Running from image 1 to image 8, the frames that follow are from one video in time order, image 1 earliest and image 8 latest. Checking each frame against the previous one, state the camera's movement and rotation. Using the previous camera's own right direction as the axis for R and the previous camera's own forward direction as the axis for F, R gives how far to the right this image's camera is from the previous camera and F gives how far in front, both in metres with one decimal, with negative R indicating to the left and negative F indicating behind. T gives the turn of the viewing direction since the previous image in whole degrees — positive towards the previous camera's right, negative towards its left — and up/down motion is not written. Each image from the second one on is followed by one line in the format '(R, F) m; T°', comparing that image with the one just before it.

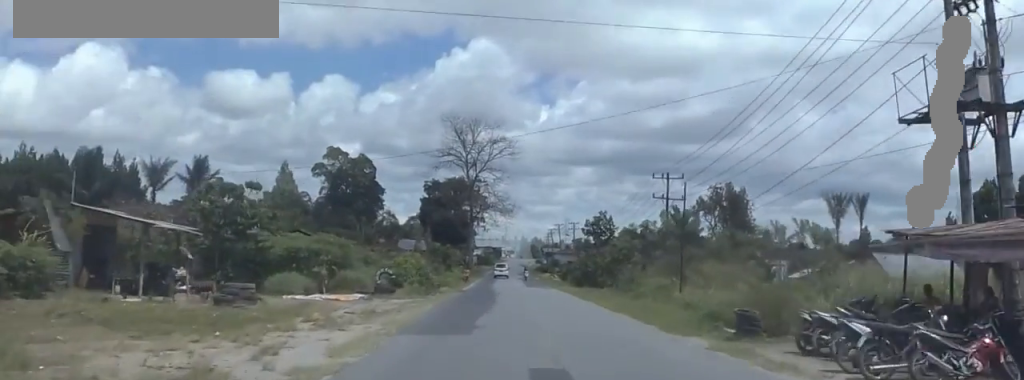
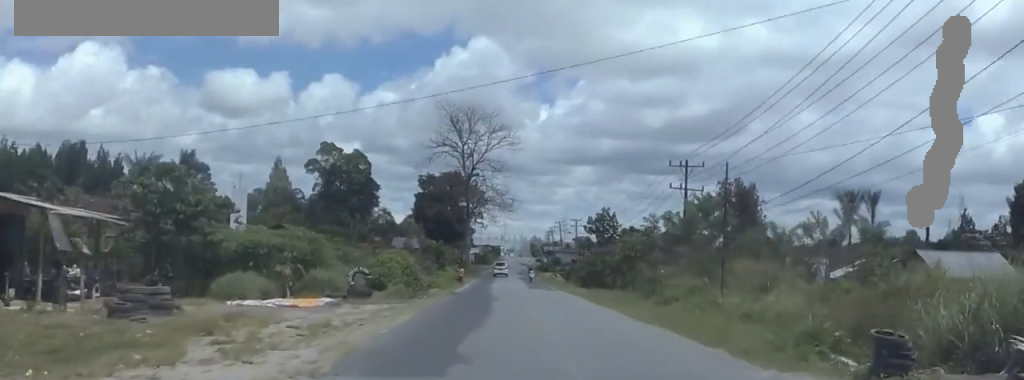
(+0.2, +7.0) m; +4°
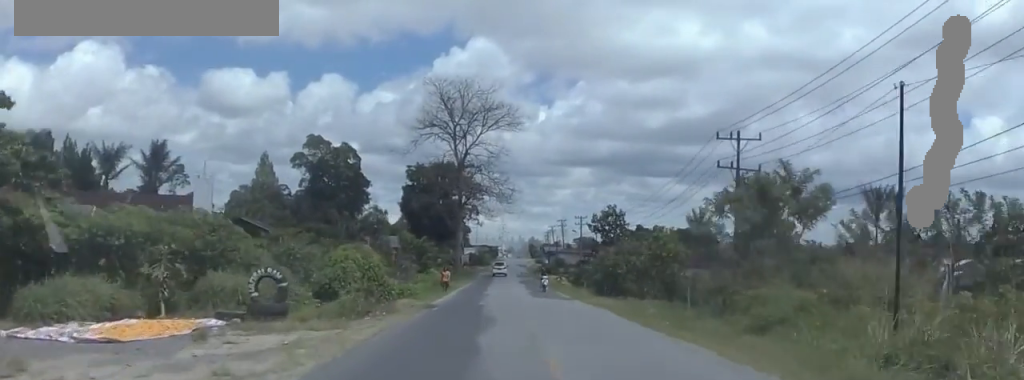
(+0.8, +13.5) m; +3°
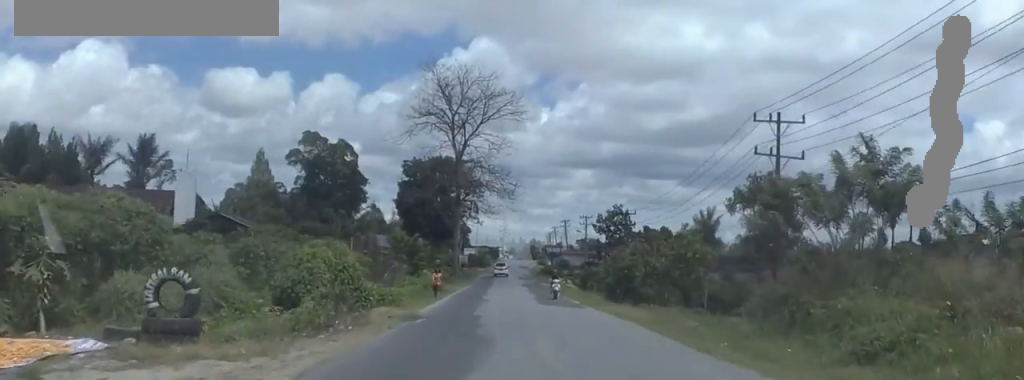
(+0.6, +6.5) m; 0°
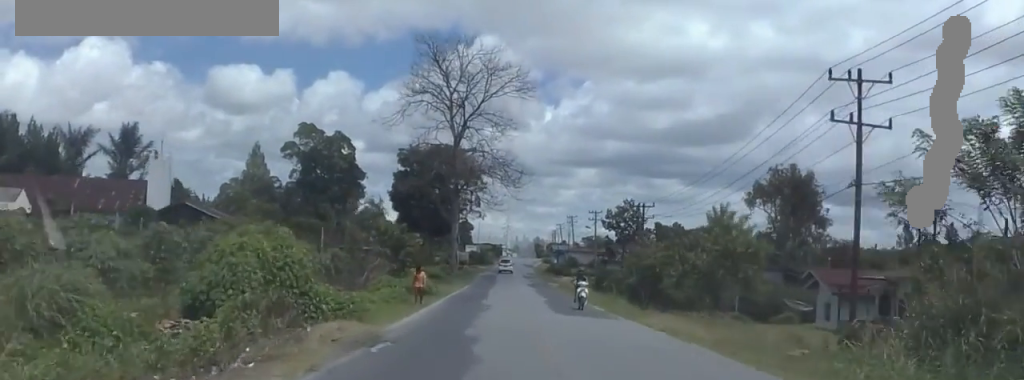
(-0.6, +8.8) m; -4°
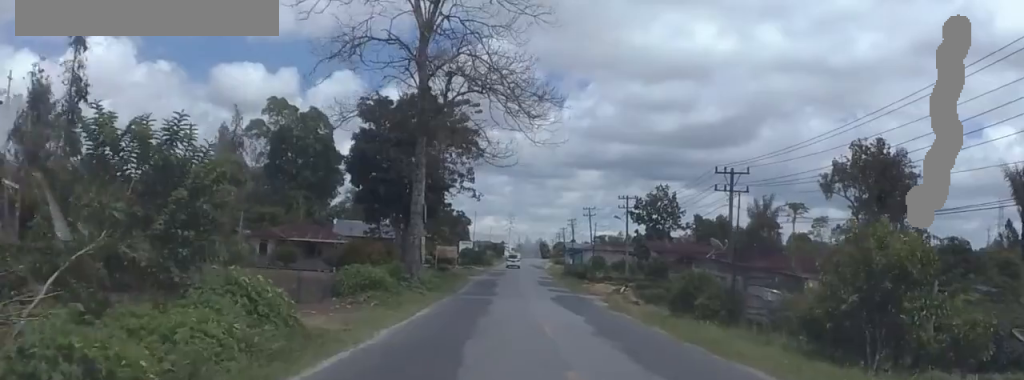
(-2.0, +30.6) m; -4°
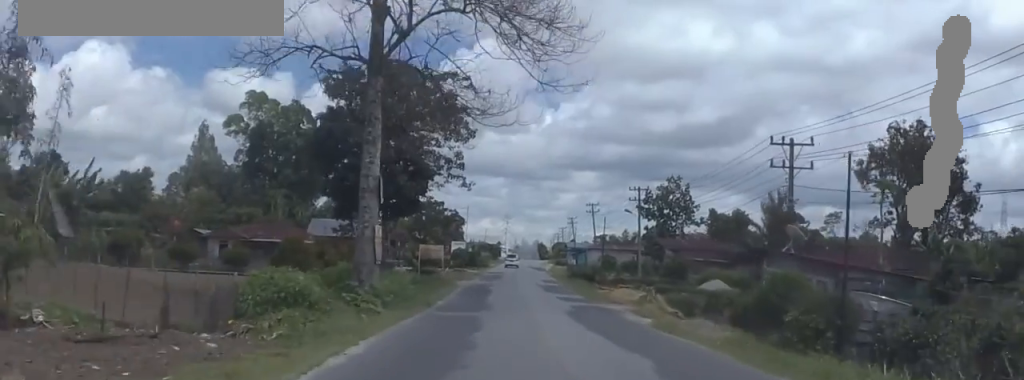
(+0.1, +11.5) m; 0°
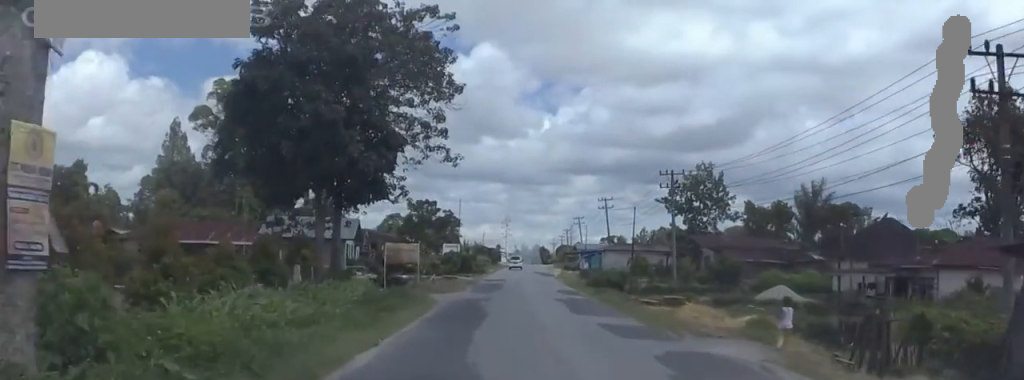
(-0.1, +17.6) m; +4°
